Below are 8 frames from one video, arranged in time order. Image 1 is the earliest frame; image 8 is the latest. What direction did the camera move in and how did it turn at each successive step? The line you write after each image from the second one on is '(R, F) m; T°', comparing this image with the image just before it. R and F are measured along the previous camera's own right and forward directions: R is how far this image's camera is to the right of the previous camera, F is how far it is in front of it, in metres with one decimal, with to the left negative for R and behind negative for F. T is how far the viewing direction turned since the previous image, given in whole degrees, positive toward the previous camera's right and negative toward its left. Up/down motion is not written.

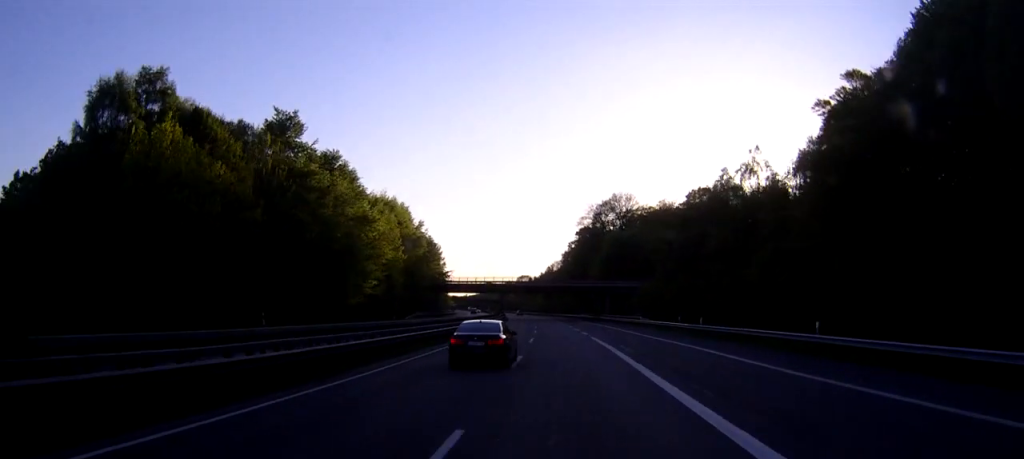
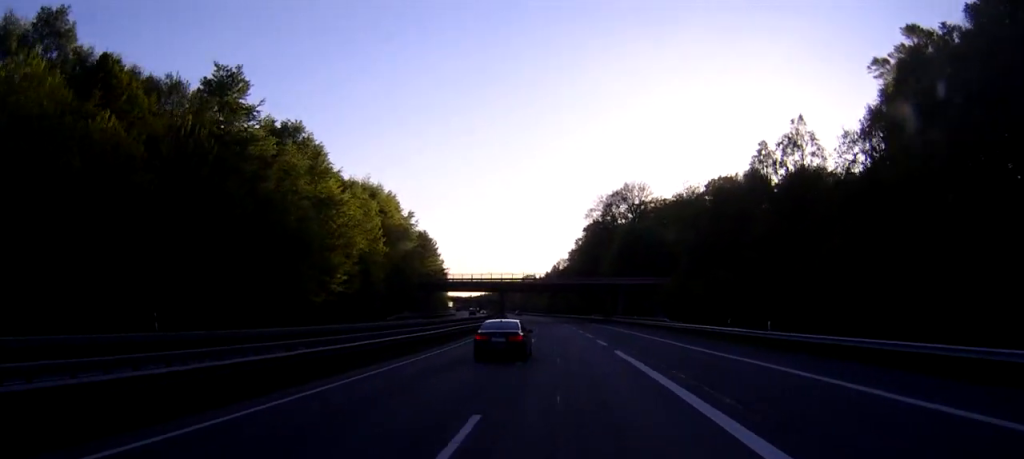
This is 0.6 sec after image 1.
(0.0, +16.6) m; 0°
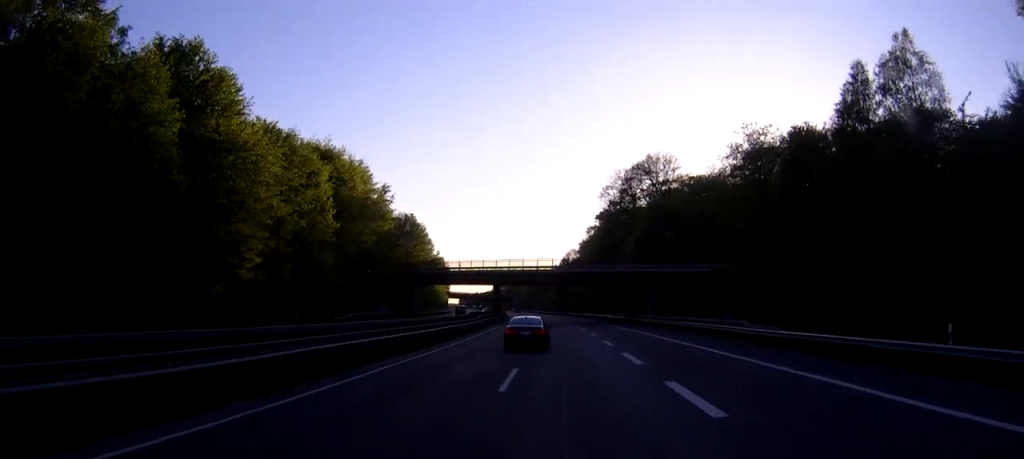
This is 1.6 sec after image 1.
(-0.2, +26.7) m; -1°
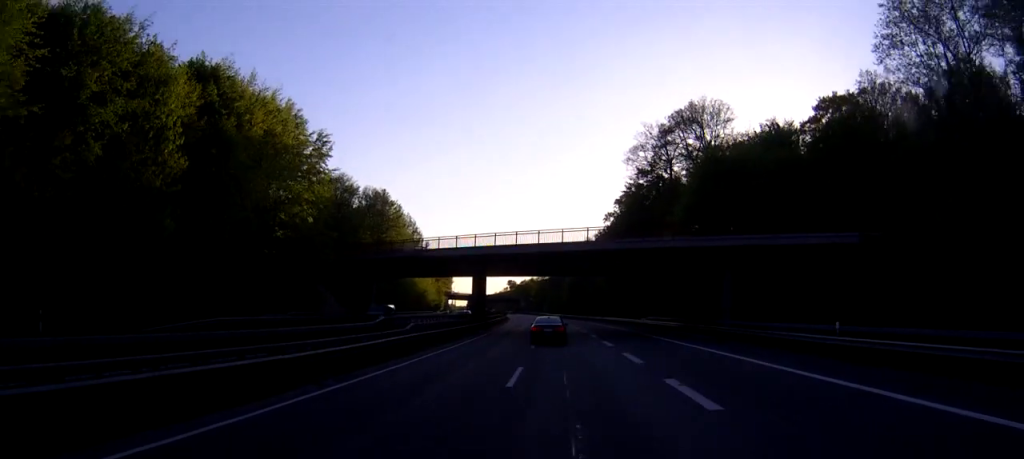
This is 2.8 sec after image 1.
(-0.1, +34.7) m; -1°
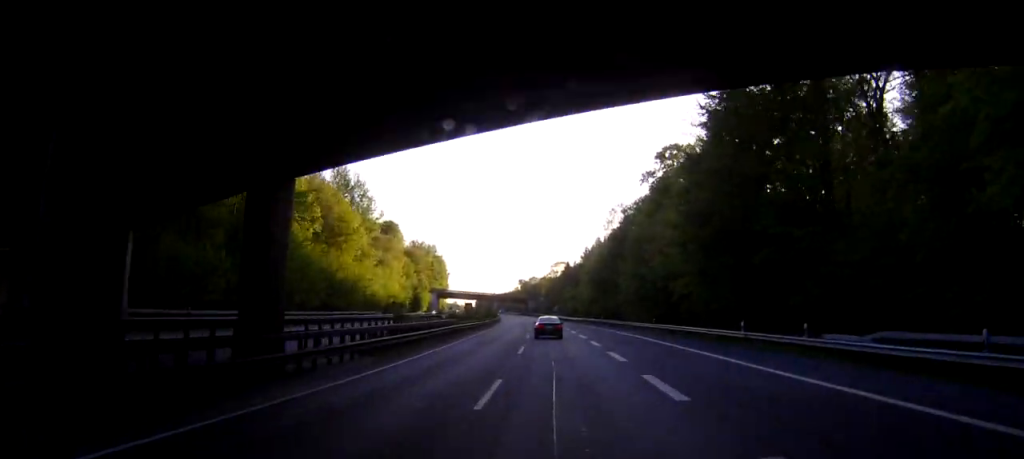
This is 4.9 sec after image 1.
(-0.7, +57.5) m; -2°
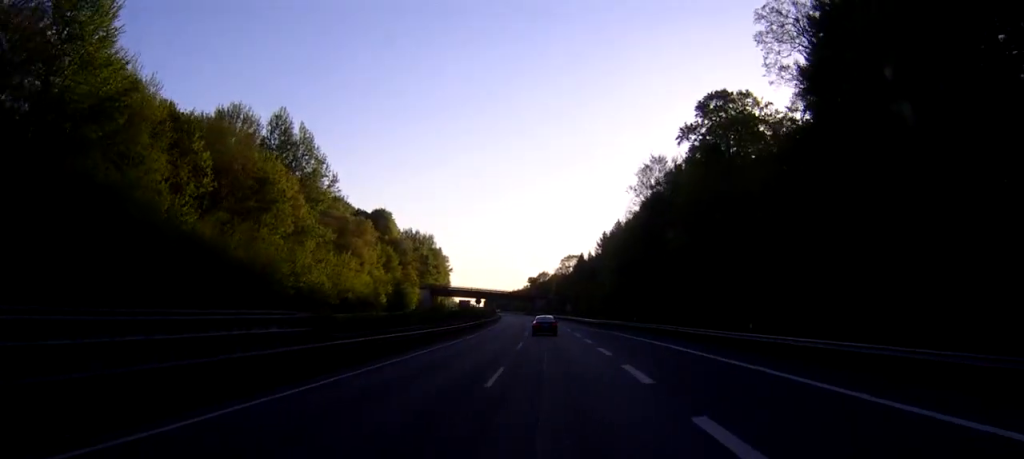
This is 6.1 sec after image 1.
(-0.3, +31.9) m; -1°
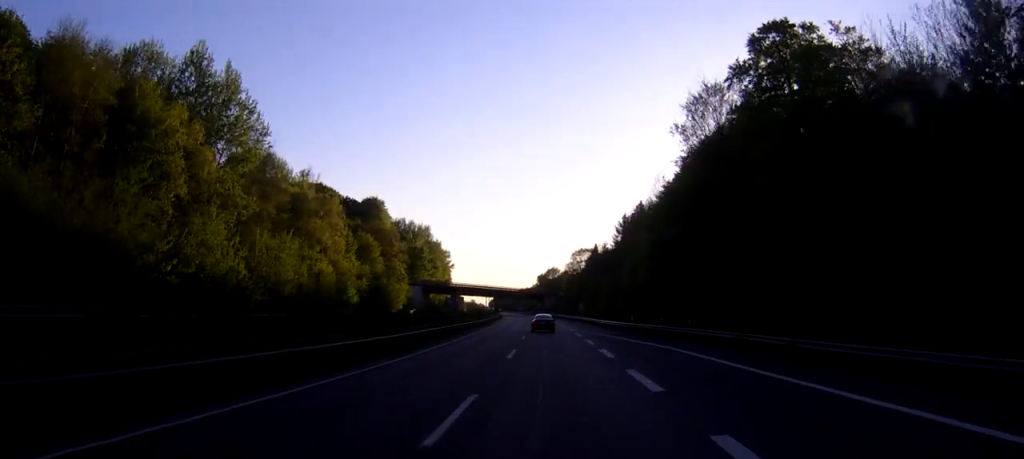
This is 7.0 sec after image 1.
(-0.2, +25.3) m; -1°
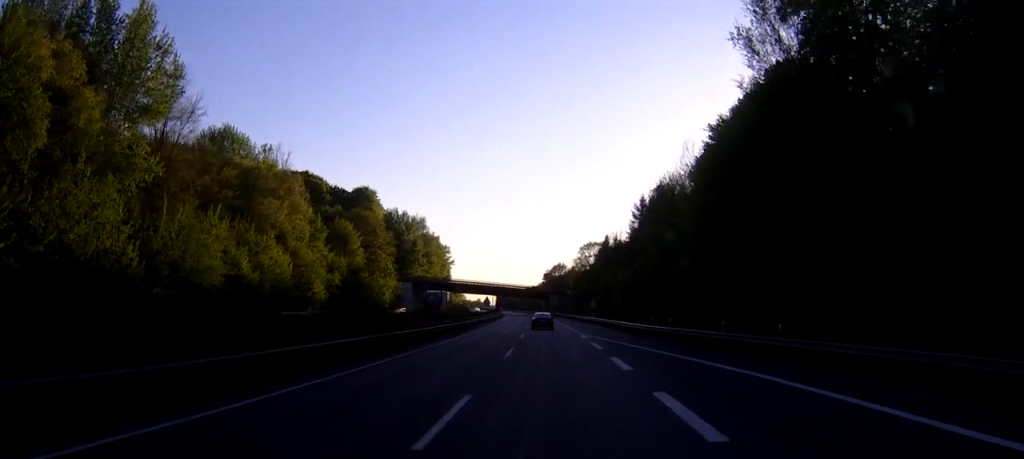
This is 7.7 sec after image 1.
(-0.1, +18.0) m; -1°
